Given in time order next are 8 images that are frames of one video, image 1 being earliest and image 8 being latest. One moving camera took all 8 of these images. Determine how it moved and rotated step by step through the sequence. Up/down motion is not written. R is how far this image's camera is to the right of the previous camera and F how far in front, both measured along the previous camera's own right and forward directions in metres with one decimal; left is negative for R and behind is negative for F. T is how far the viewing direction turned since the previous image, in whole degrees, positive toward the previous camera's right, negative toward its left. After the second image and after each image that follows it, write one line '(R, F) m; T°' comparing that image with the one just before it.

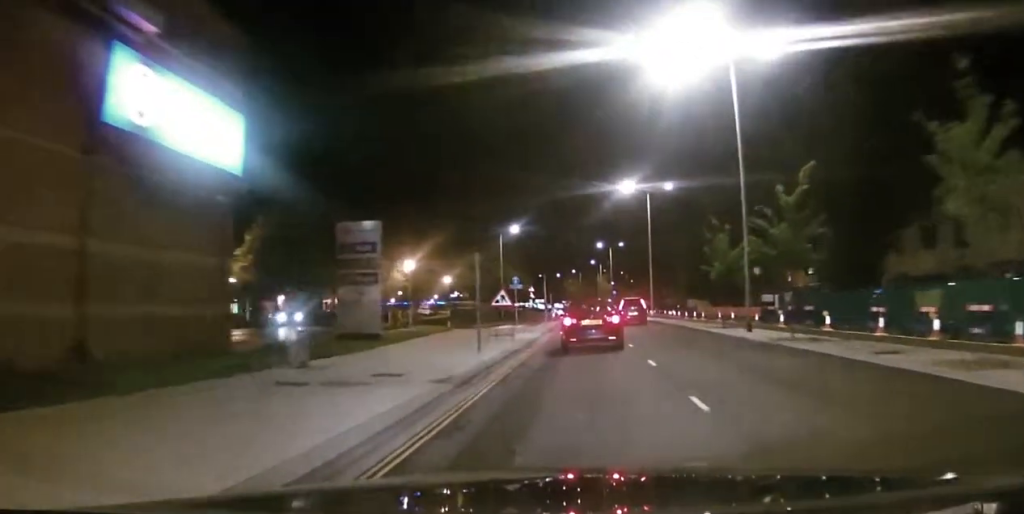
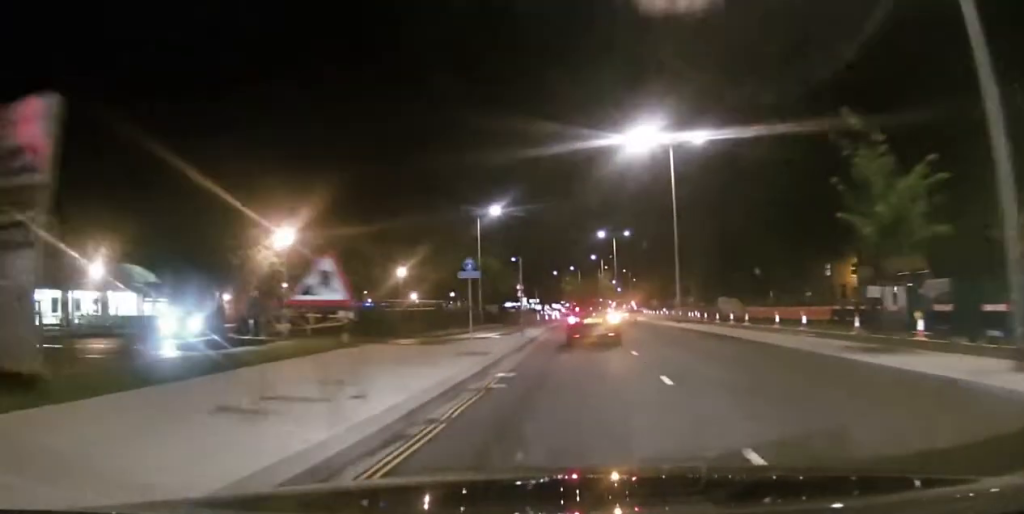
(-0.3, +15.8) m; -1°
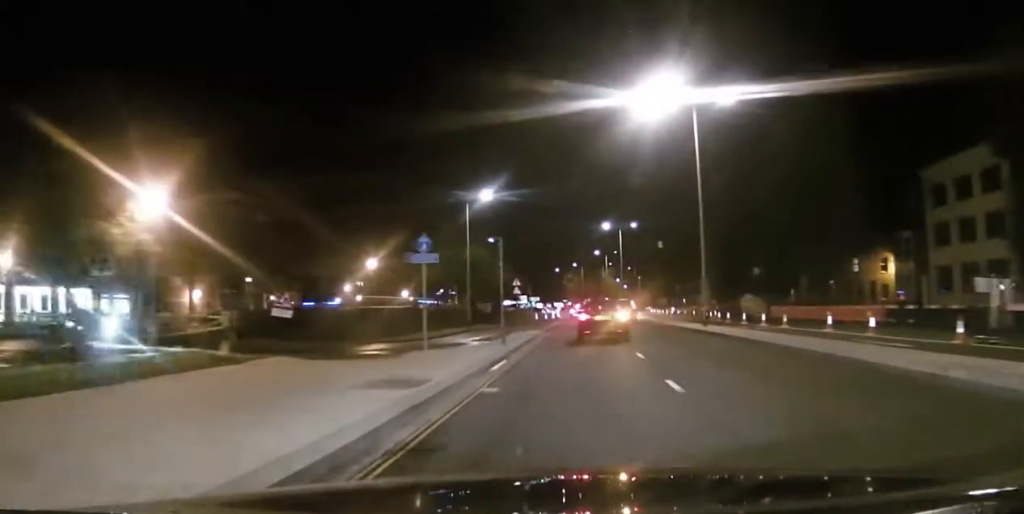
(0.0, +7.6) m; 0°
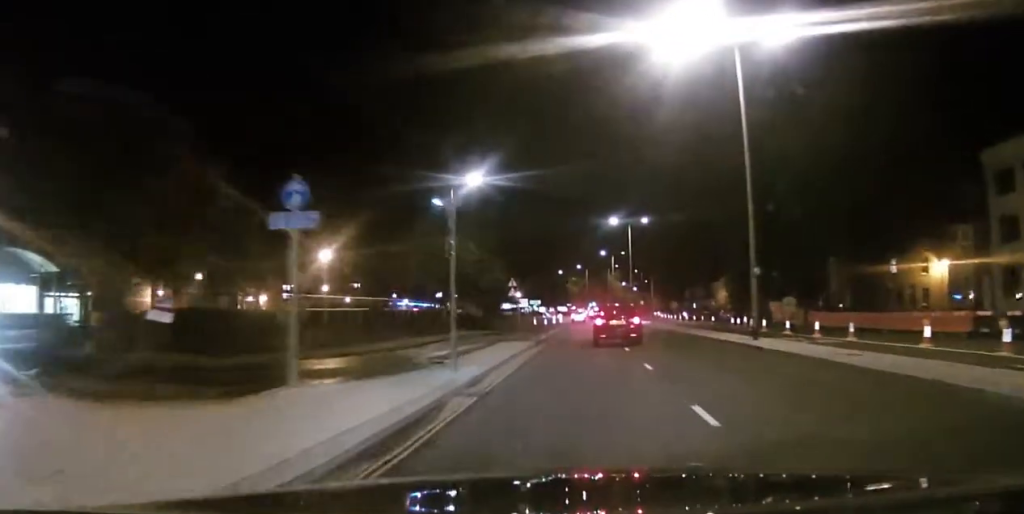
(+0.3, +8.5) m; 0°
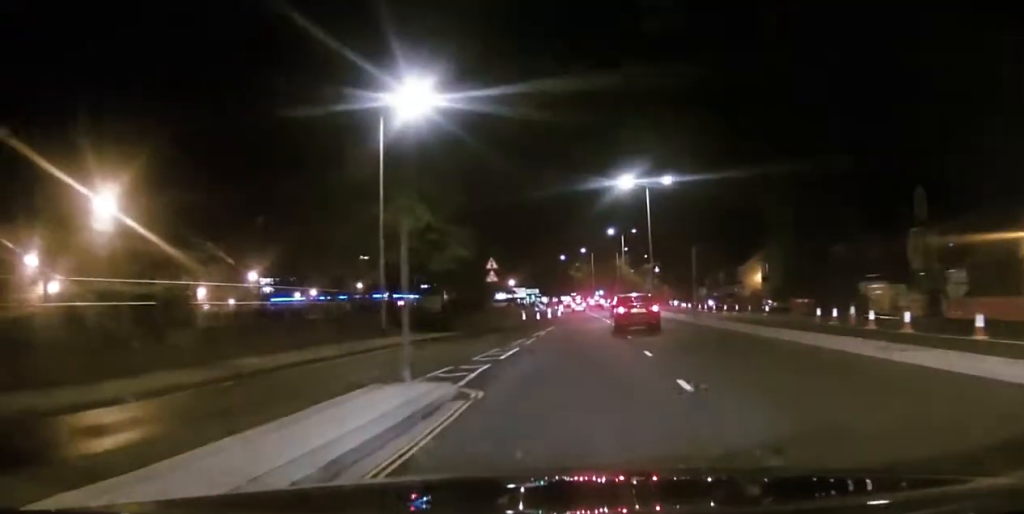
(-0.1, +17.3) m; +2°
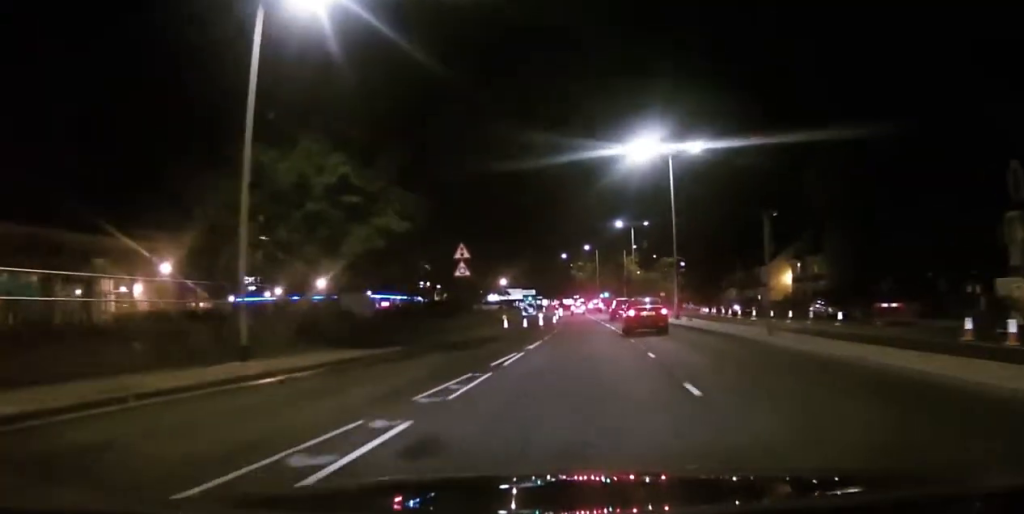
(+0.4, +13.0) m; +1°
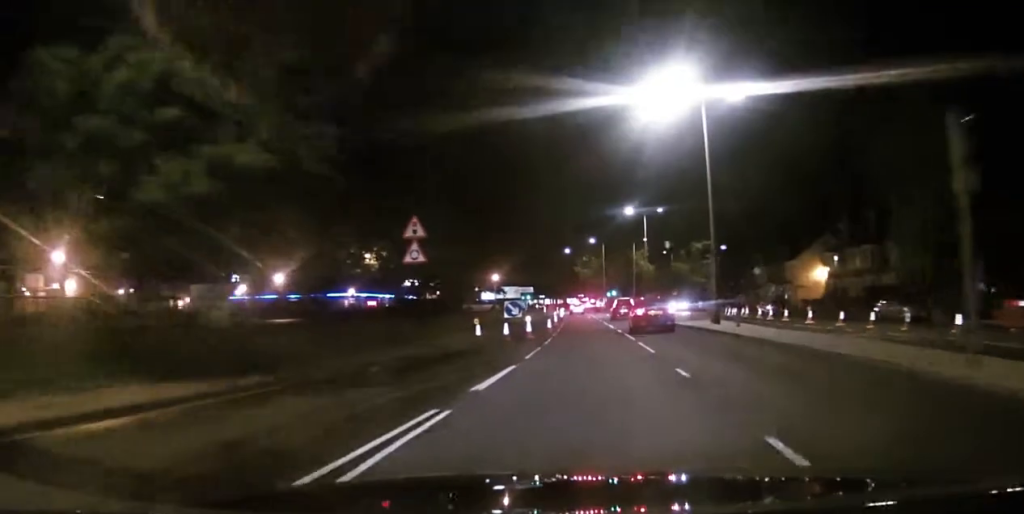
(-0.1, +10.9) m; -1°
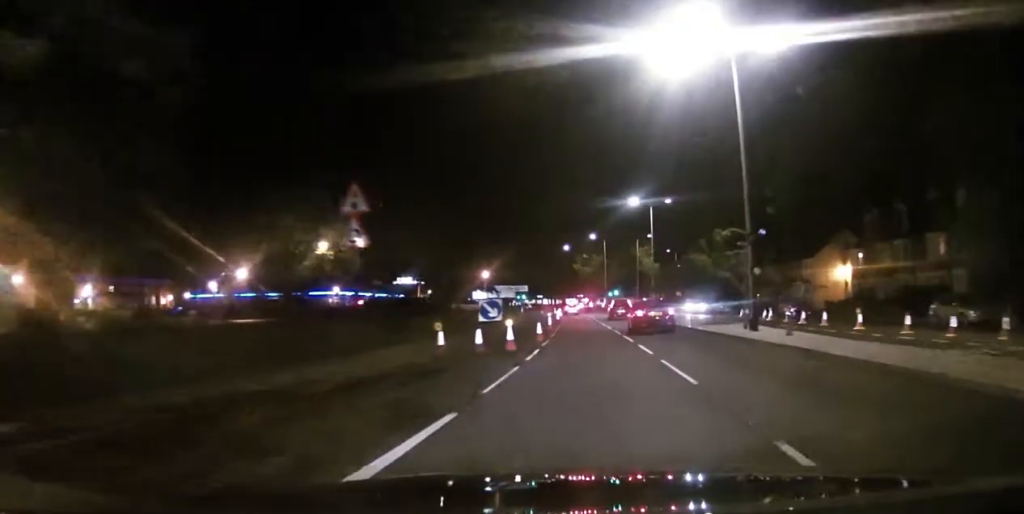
(-0.3, +6.7) m; 0°
